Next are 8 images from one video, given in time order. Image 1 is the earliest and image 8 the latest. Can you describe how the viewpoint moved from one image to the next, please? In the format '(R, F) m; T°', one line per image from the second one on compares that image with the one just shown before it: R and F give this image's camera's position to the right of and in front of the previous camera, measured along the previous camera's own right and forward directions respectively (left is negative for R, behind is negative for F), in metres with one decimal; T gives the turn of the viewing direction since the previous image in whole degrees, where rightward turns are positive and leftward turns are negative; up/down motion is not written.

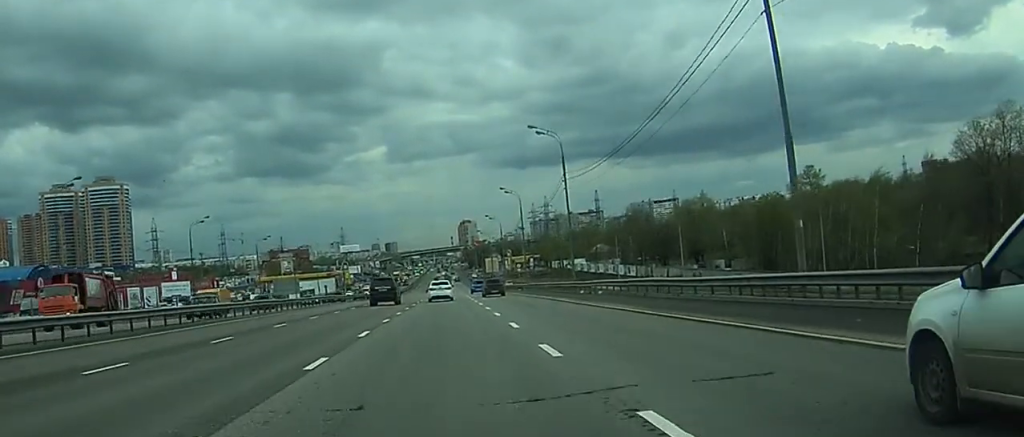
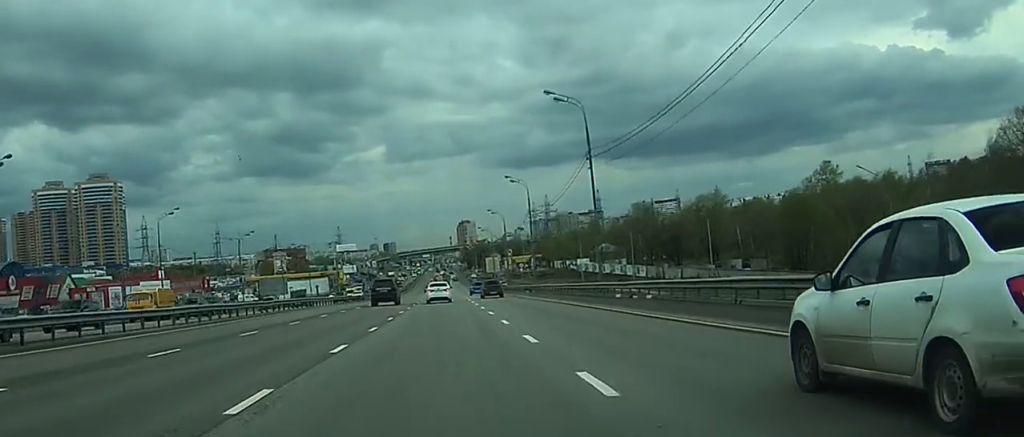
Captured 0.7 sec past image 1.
(0.0, +12.6) m; 0°
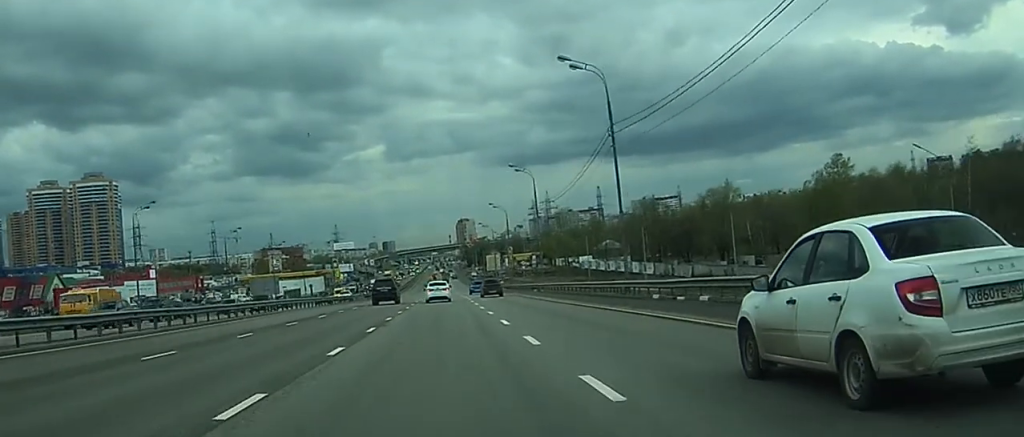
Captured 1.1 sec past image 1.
(+0.1, +8.2) m; 0°
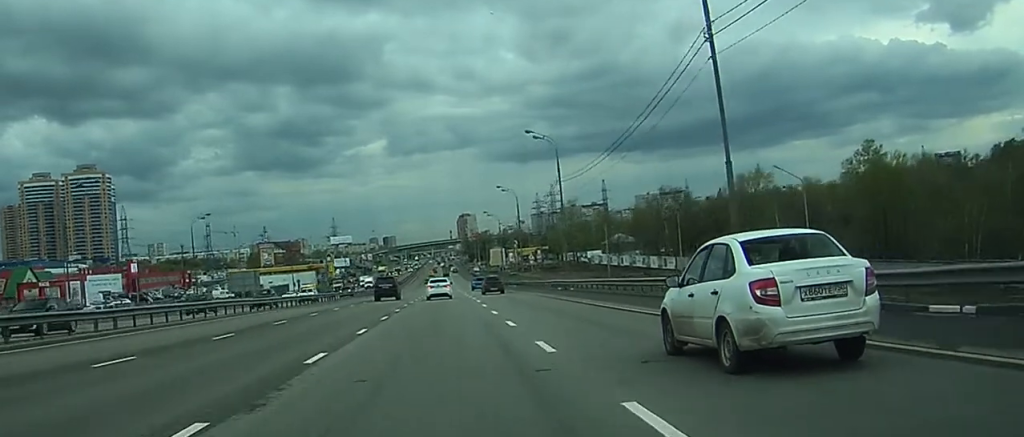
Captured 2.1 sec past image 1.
(-0.1, +18.3) m; 0°
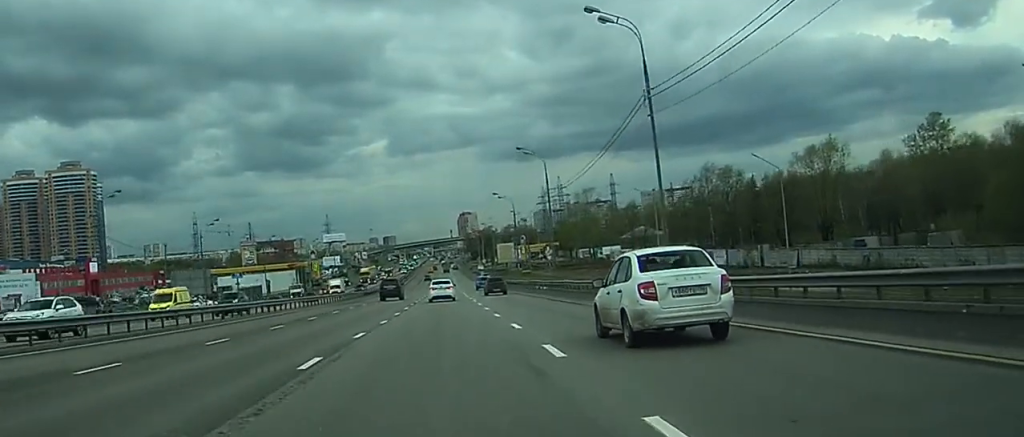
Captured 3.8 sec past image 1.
(+0.4, +32.3) m; +1°
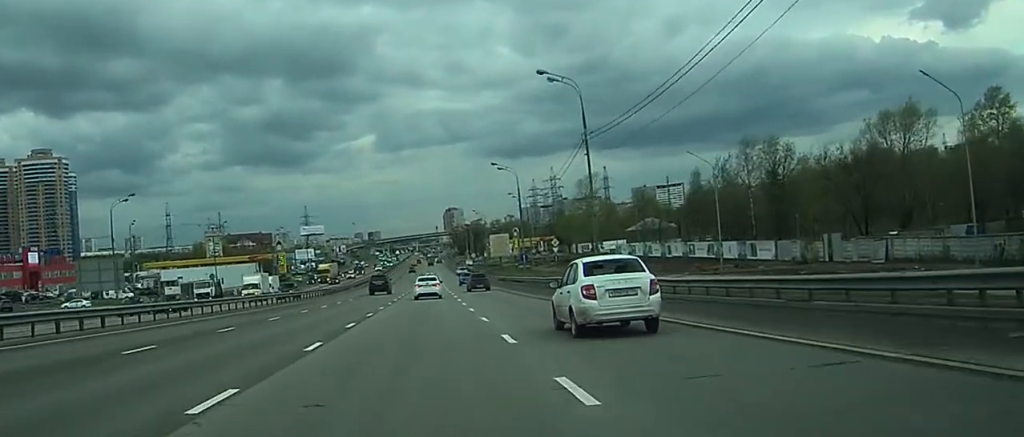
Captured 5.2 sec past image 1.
(+0.1, +28.2) m; +1°
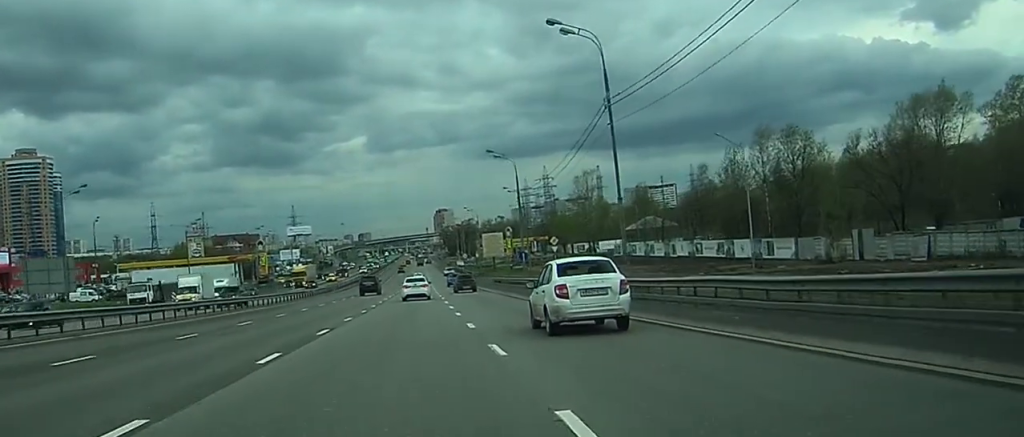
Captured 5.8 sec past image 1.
(+0.1, +10.4) m; 0°
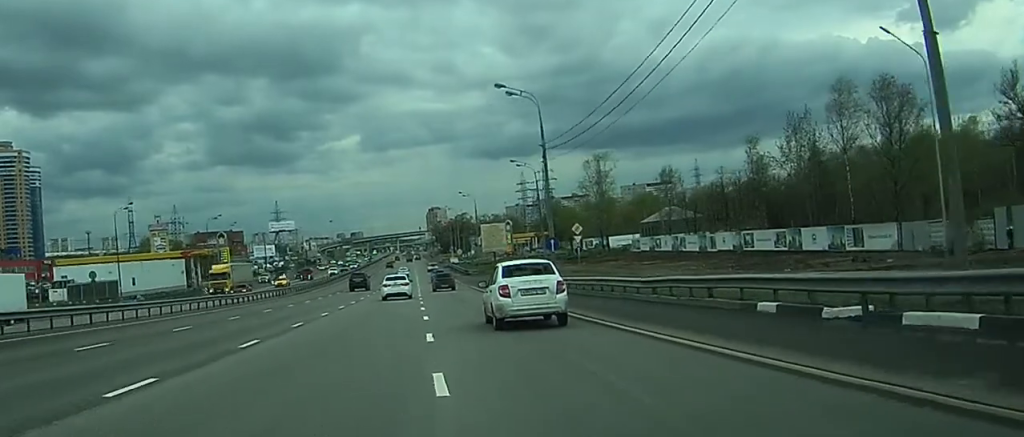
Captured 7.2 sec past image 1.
(+0.1, +28.1) m; -1°
